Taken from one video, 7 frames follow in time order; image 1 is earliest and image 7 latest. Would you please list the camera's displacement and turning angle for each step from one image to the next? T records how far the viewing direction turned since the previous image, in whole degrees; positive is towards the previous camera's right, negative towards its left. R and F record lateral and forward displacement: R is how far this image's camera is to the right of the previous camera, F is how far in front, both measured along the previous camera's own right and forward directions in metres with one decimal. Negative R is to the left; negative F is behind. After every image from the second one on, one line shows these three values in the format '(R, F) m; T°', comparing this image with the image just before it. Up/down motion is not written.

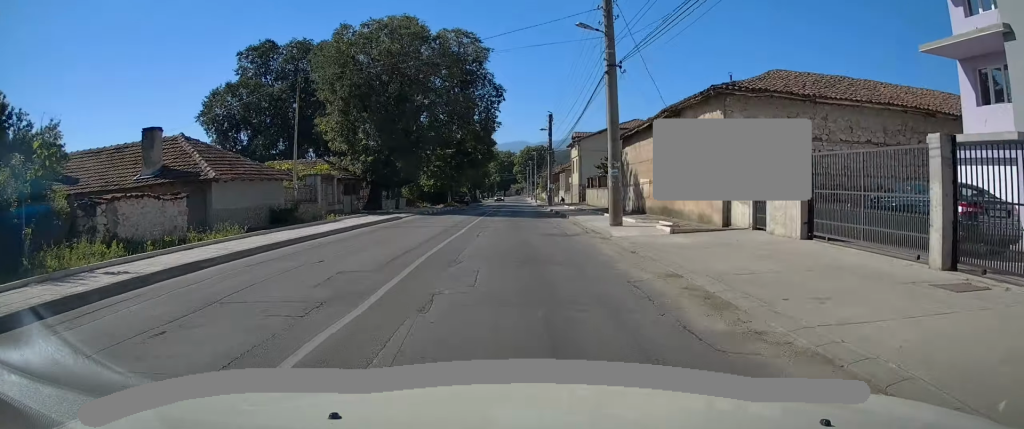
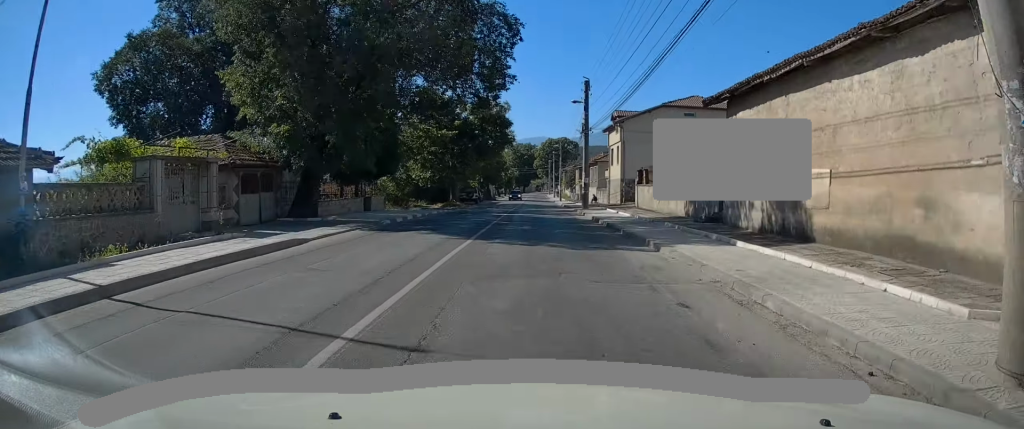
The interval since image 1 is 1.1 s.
(0.0, +14.9) m; -1°
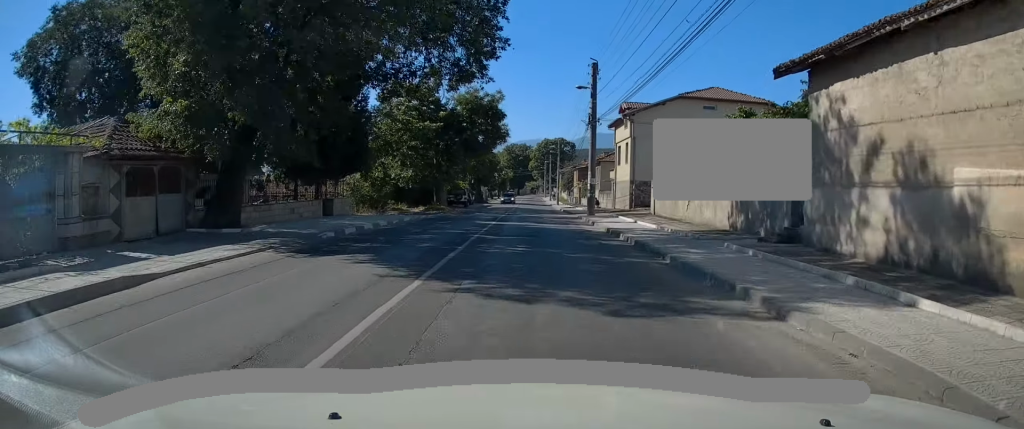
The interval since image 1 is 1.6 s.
(+0.1, +6.1) m; -1°
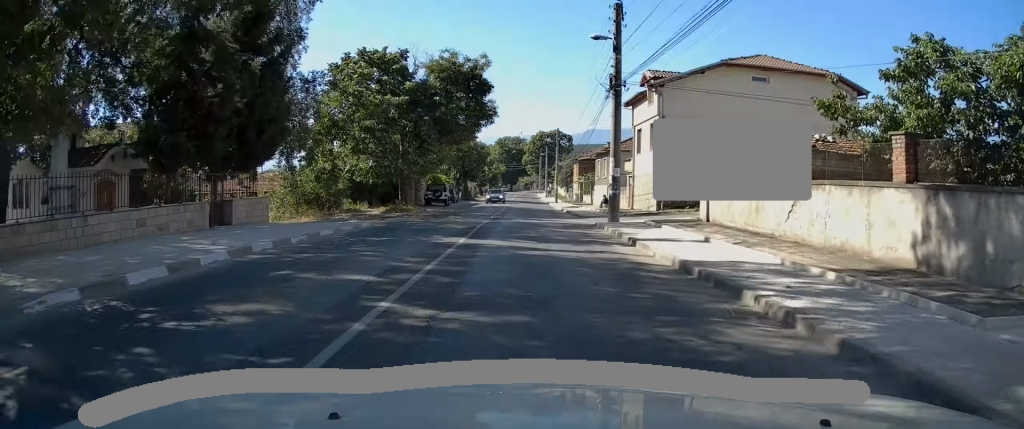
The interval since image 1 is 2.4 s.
(-0.2, +9.8) m; 0°
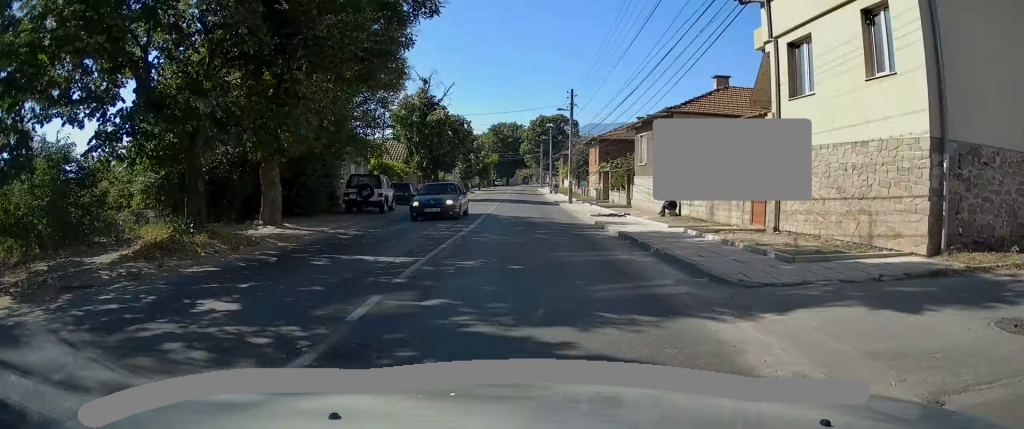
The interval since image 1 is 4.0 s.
(+0.3, +20.8) m; 0°
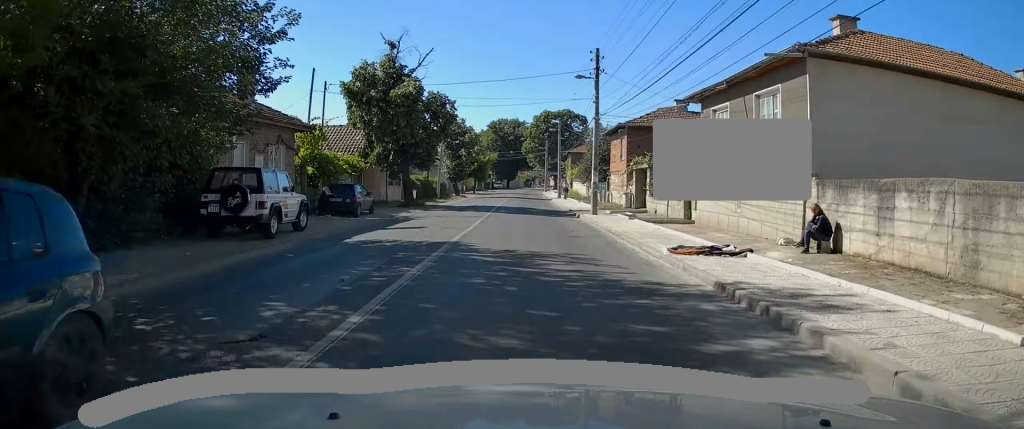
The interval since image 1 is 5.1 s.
(-0.2, +12.4) m; -1°
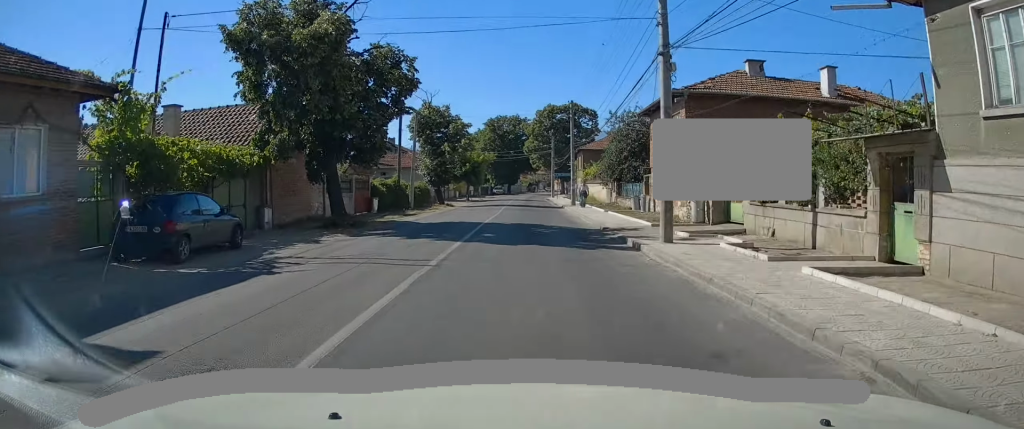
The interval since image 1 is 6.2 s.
(-0.1, +13.1) m; 0°
